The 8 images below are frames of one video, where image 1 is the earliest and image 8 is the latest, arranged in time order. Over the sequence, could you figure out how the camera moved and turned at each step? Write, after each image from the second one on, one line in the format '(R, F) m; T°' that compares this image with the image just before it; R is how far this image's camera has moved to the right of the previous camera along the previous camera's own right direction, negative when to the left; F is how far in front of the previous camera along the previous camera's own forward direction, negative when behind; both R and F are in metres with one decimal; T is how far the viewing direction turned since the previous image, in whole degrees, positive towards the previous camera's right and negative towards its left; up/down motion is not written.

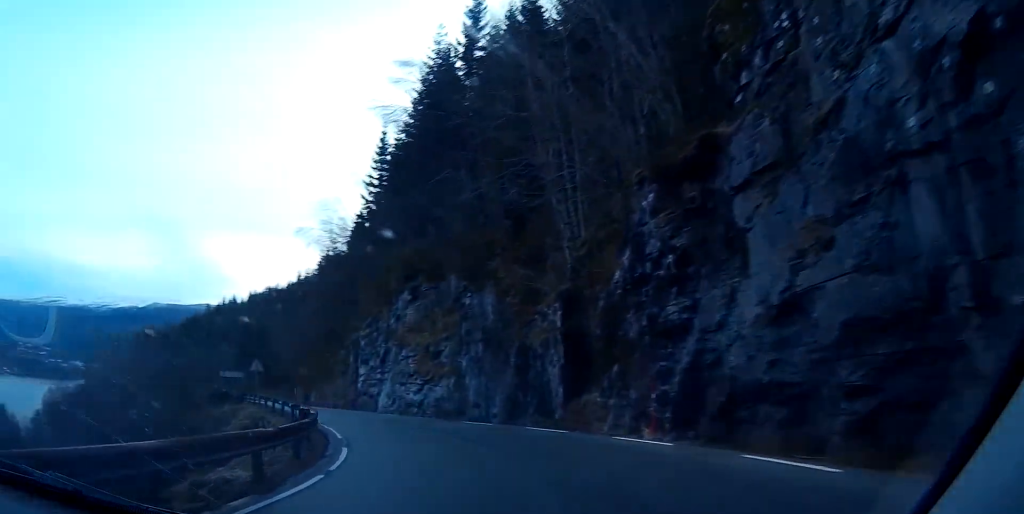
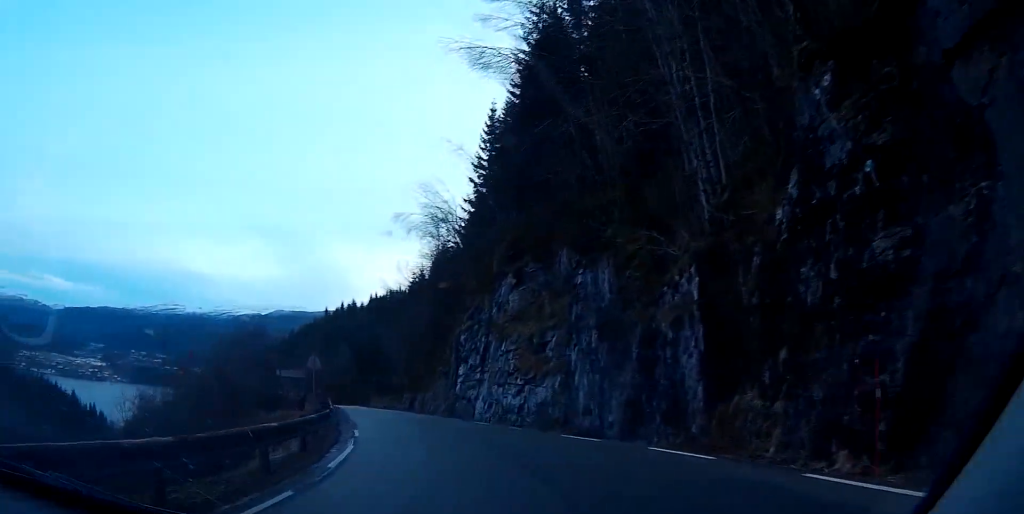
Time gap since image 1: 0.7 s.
(-0.4, +9.0) m; -11°
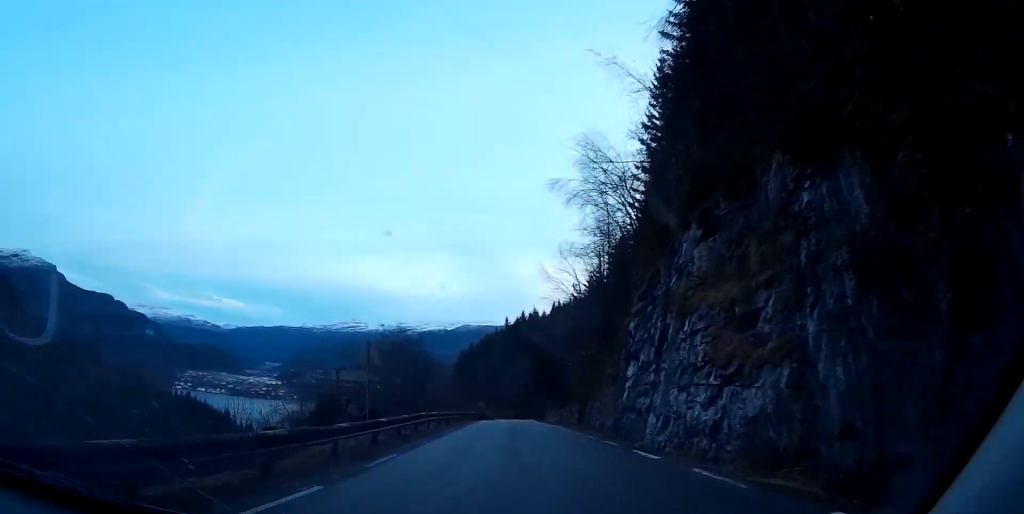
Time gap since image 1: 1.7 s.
(-2.2, +15.0) m; -11°
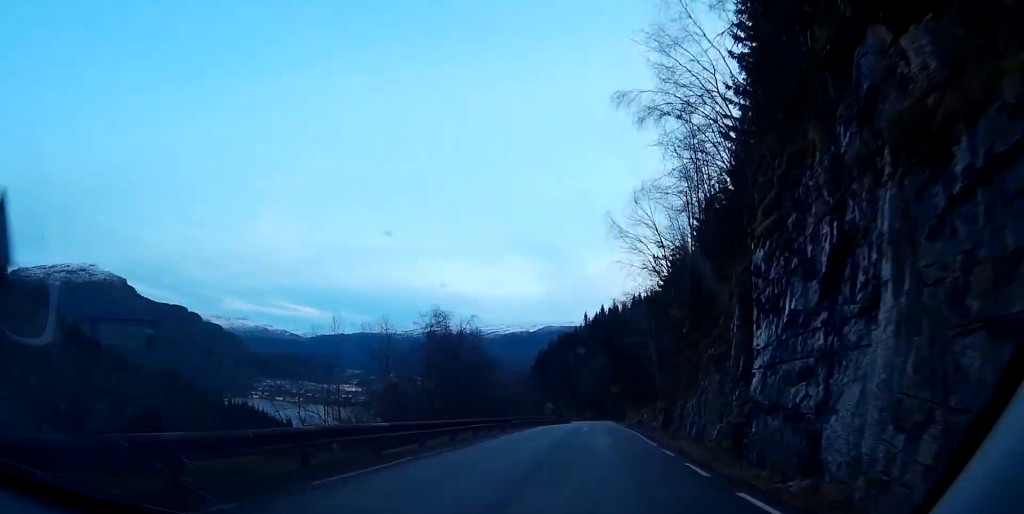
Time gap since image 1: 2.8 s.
(-0.7, +16.8) m; -3°
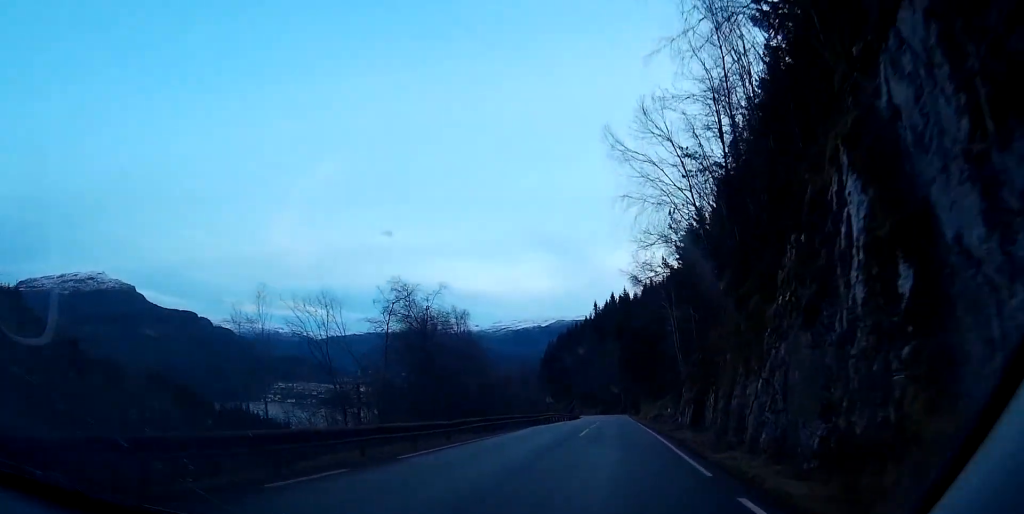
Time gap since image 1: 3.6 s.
(-0.2, +13.6) m; -1°
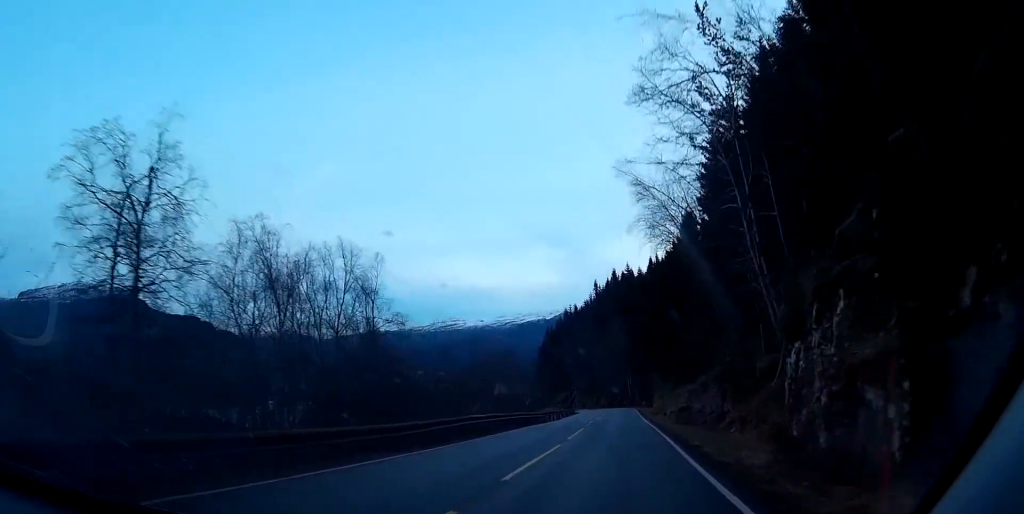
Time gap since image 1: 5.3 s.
(0.0, +30.6) m; 0°
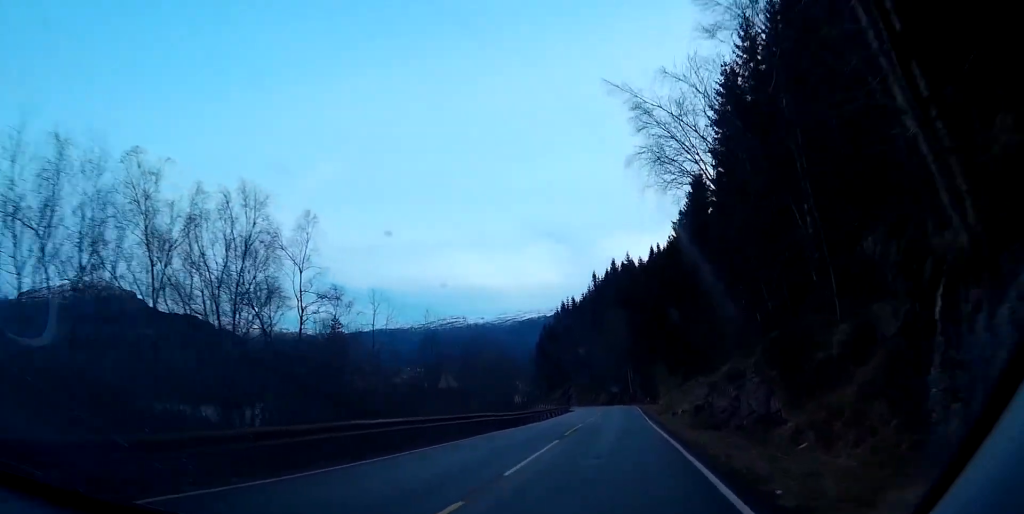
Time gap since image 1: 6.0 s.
(0.0, +12.5) m; -1°
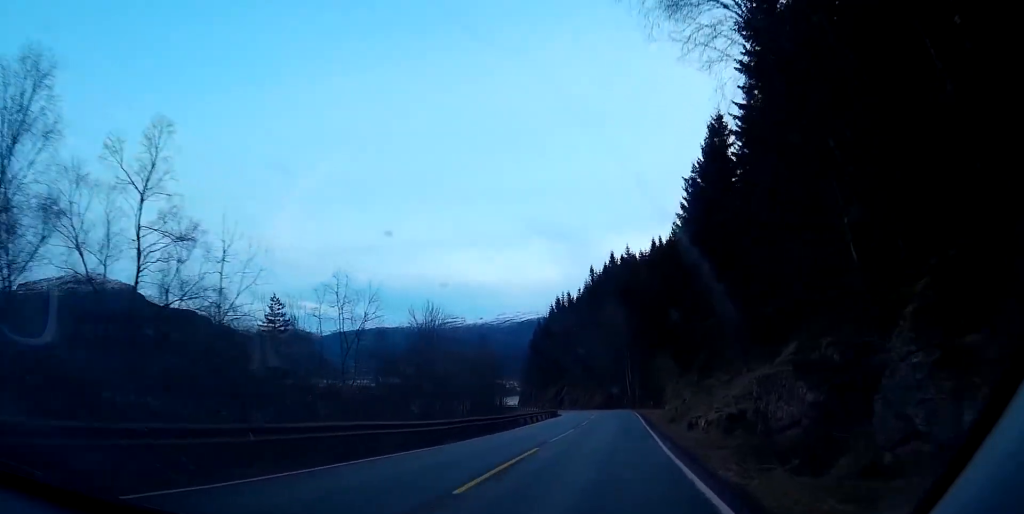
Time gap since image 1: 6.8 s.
(-0.1, +15.9) m; -2°
